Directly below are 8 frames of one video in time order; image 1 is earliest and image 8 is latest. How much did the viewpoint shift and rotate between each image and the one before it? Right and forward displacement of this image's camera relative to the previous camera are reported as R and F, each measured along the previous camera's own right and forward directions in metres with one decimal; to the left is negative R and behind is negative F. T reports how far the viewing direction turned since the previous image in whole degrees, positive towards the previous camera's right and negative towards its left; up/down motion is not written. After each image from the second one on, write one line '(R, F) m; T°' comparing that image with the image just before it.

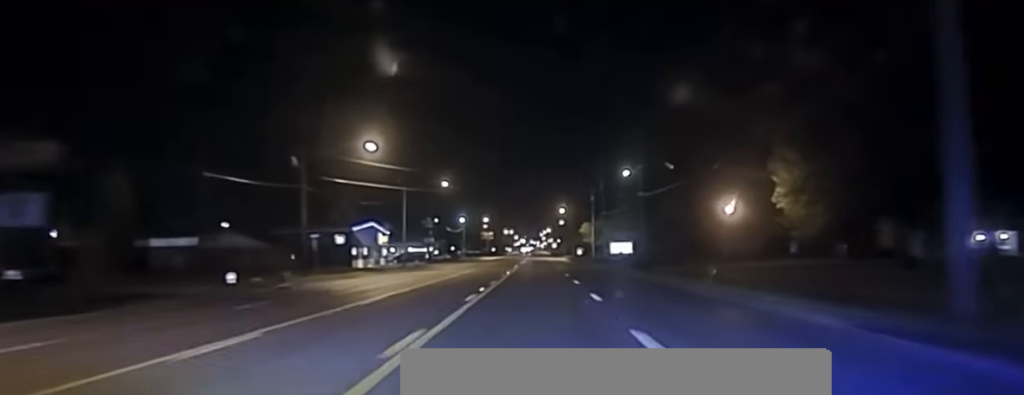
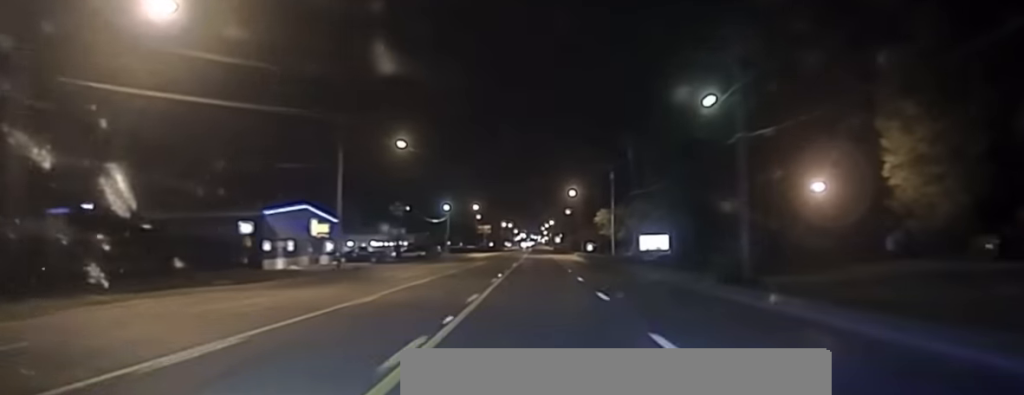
(-0.3, +37.8) m; 0°
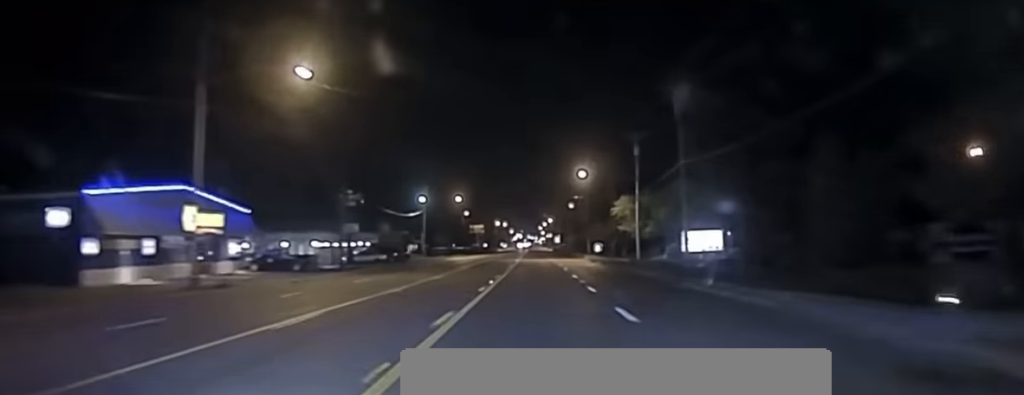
(0.0, +31.4) m; 0°
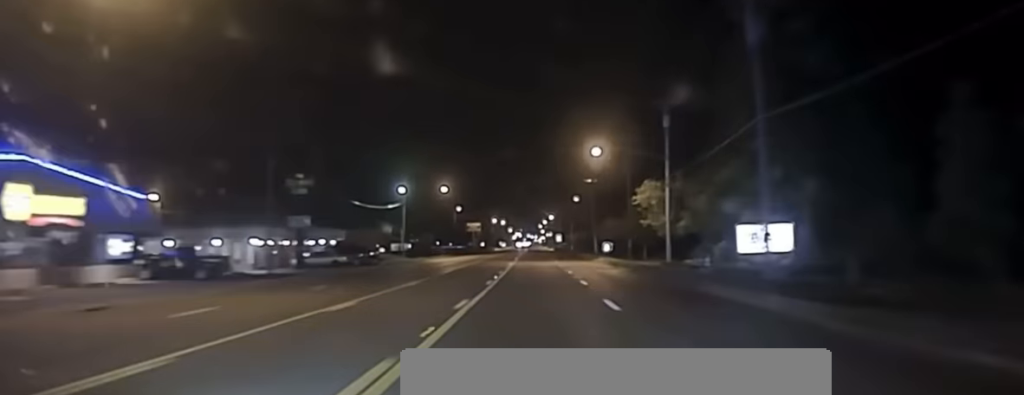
(+0.1, +18.7) m; 0°
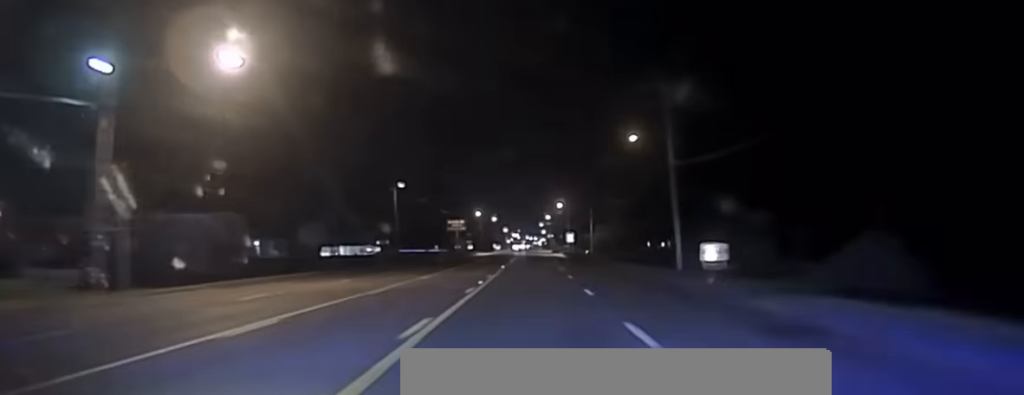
(+0.1, +79.4) m; 0°
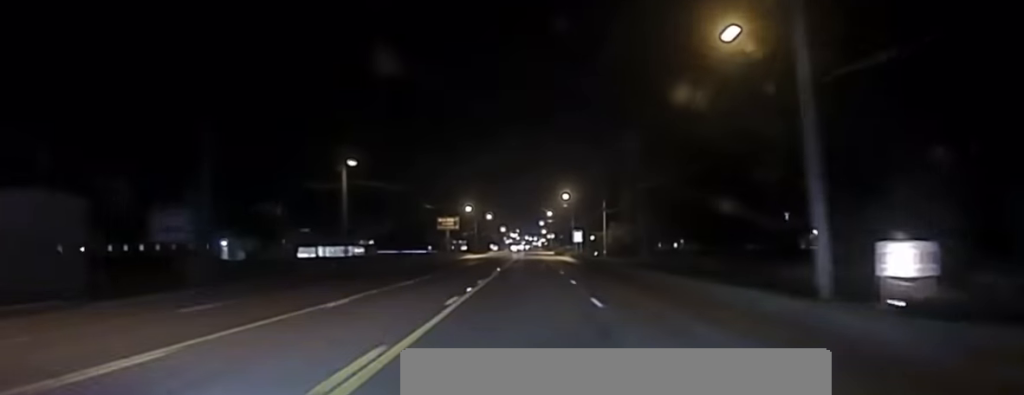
(-0.1, +28.6) m; 0°
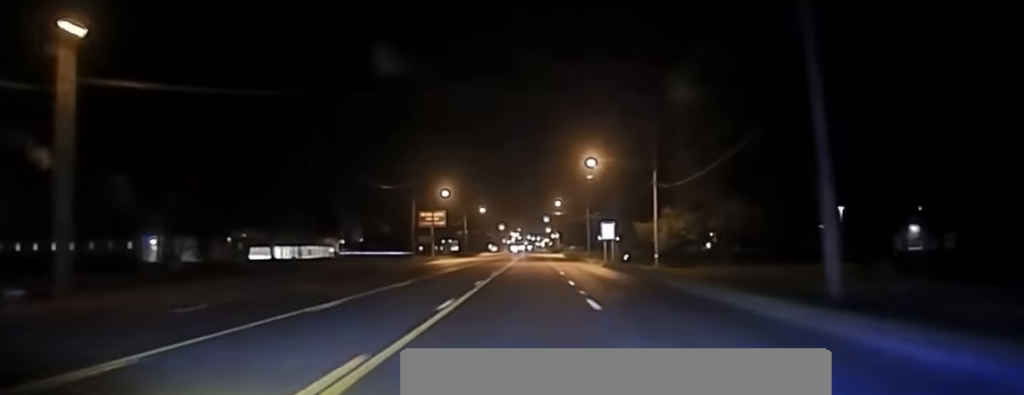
(-0.1, +50.2) m; 0°
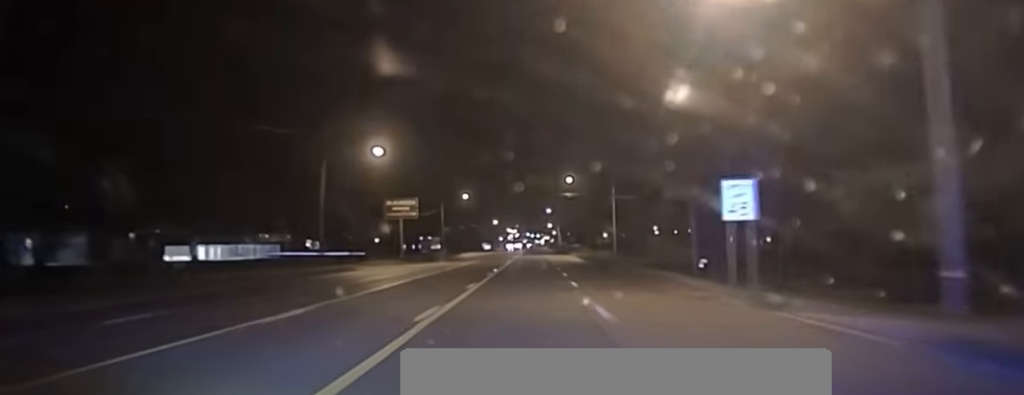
(+0.3, +51.0) m; 0°
